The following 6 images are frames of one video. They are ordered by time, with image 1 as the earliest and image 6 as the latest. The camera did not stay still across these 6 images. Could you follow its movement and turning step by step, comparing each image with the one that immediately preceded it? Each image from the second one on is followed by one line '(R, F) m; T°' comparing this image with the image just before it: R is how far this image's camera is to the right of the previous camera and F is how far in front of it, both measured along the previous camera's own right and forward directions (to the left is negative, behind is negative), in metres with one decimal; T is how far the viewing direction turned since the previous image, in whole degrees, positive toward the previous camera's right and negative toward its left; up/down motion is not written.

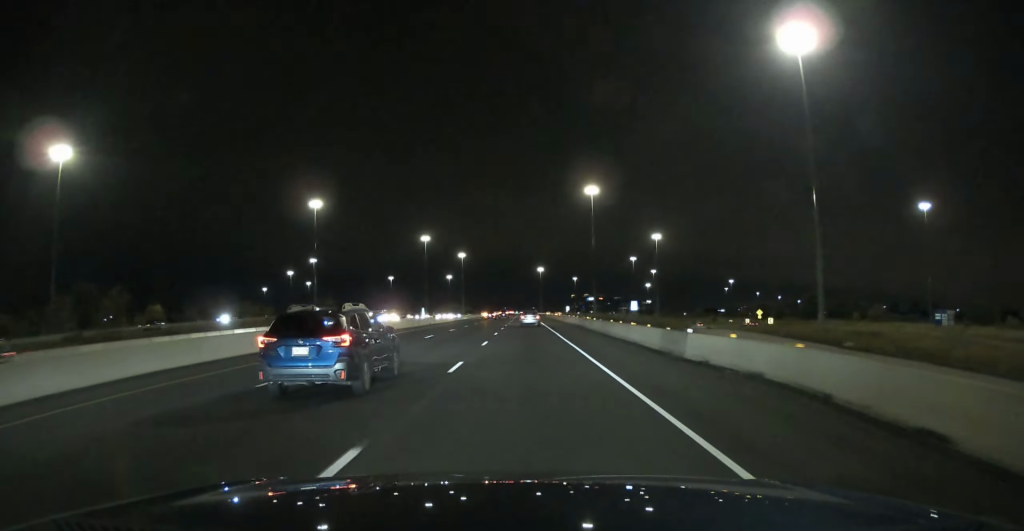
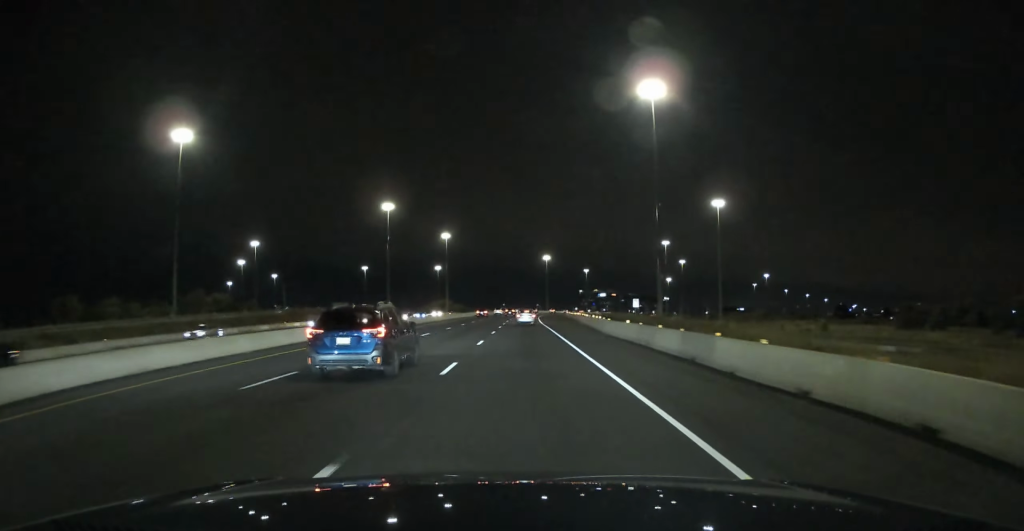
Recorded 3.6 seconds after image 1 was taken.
(-1.1, +109.0) m; +1°
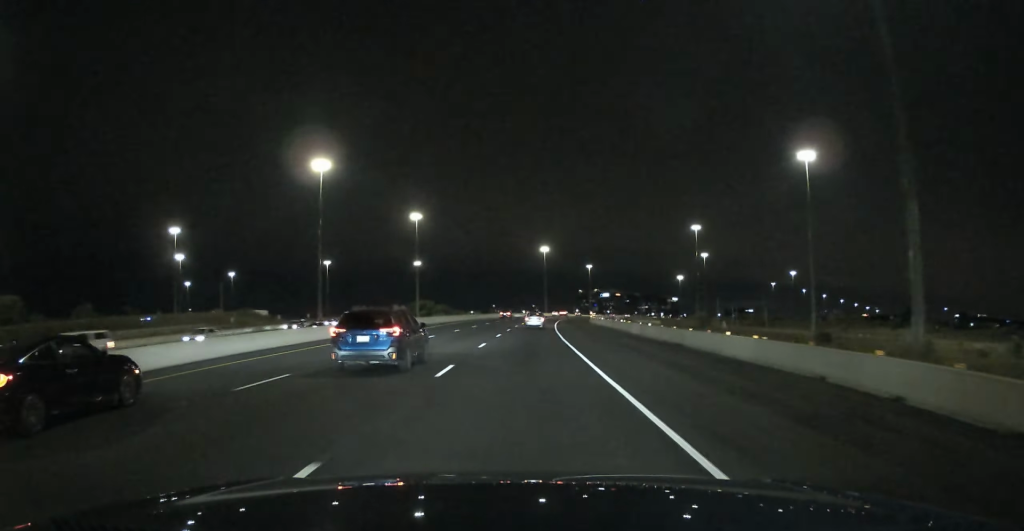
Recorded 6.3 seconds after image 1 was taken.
(+2.0, +85.9) m; +3°
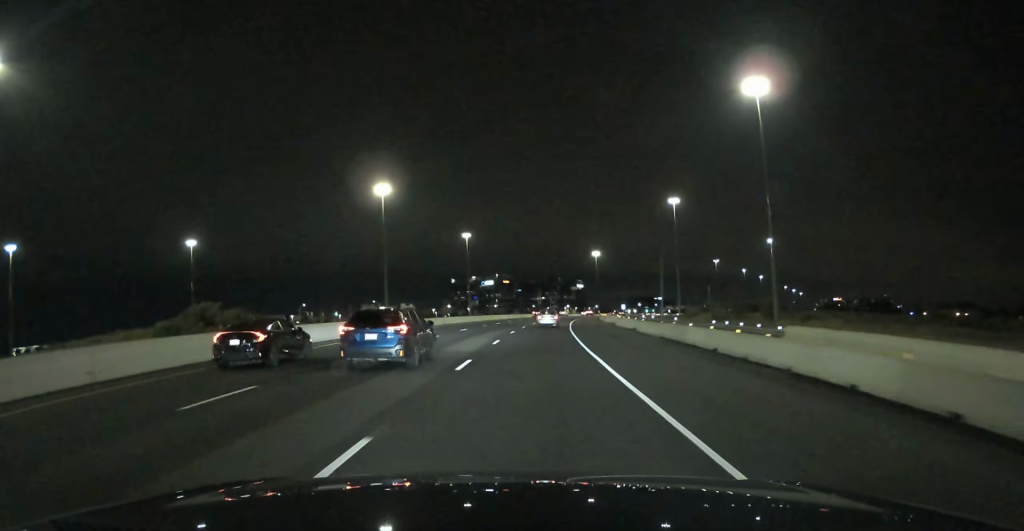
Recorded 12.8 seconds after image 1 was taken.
(+13.9, +203.6) m; +11°
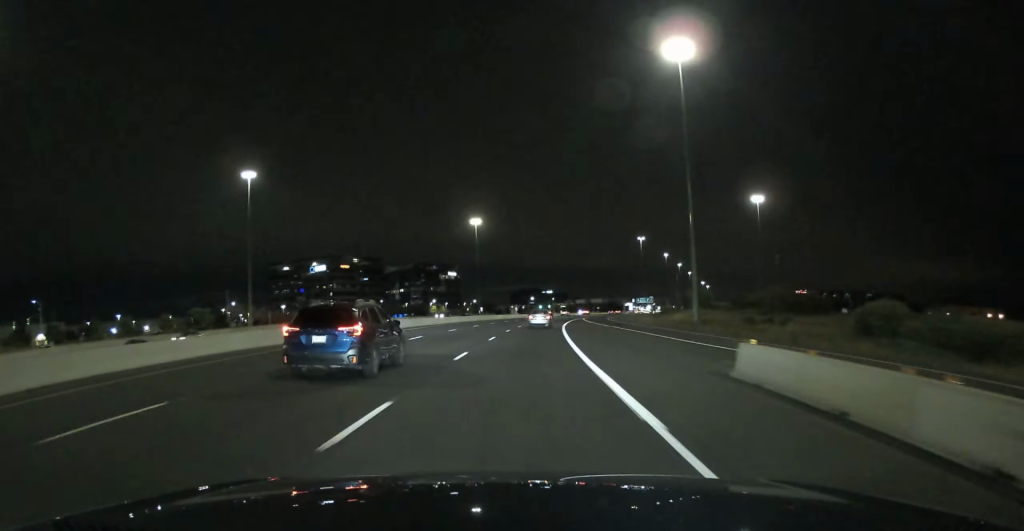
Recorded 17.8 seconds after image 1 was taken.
(+14.4, +155.2) m; +10°
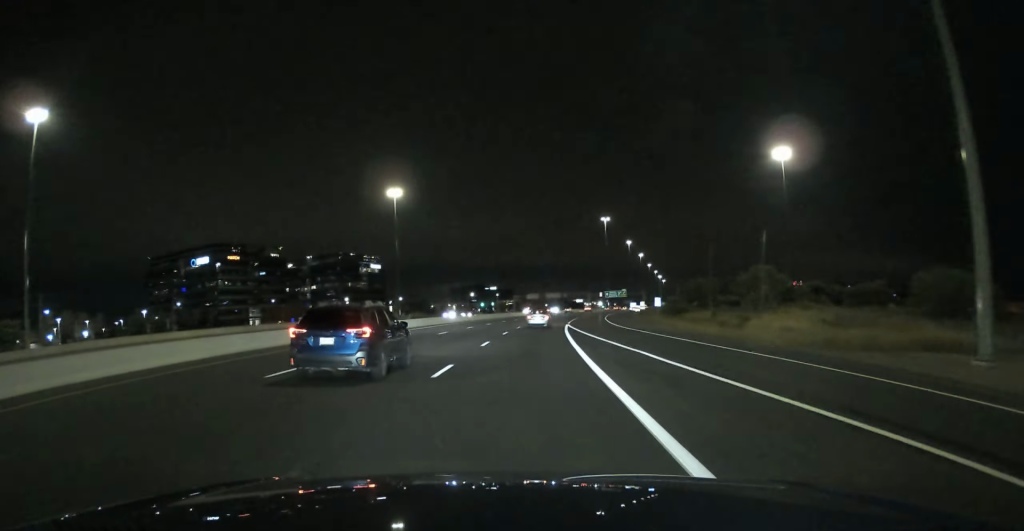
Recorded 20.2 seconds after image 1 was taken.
(+4.4, +77.9) m; +5°
